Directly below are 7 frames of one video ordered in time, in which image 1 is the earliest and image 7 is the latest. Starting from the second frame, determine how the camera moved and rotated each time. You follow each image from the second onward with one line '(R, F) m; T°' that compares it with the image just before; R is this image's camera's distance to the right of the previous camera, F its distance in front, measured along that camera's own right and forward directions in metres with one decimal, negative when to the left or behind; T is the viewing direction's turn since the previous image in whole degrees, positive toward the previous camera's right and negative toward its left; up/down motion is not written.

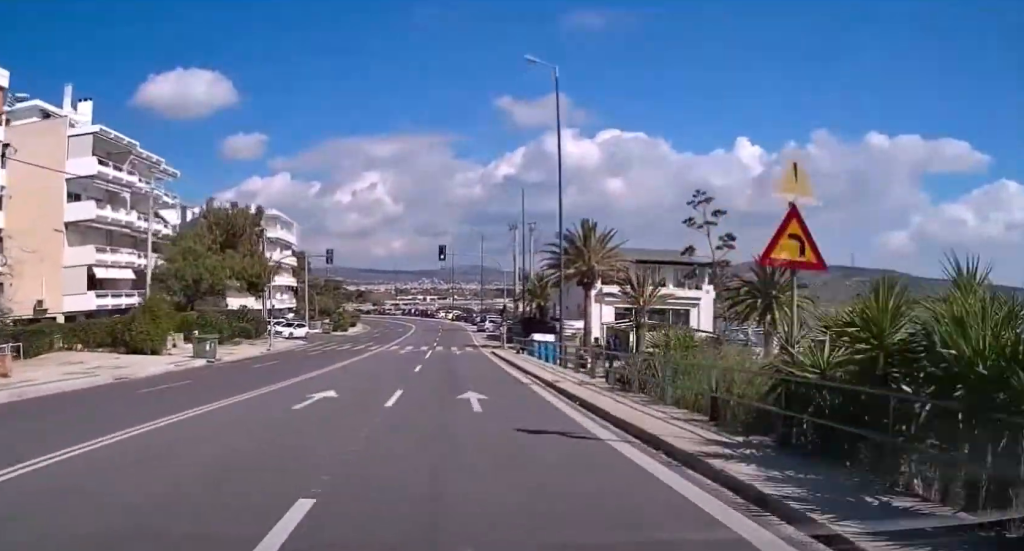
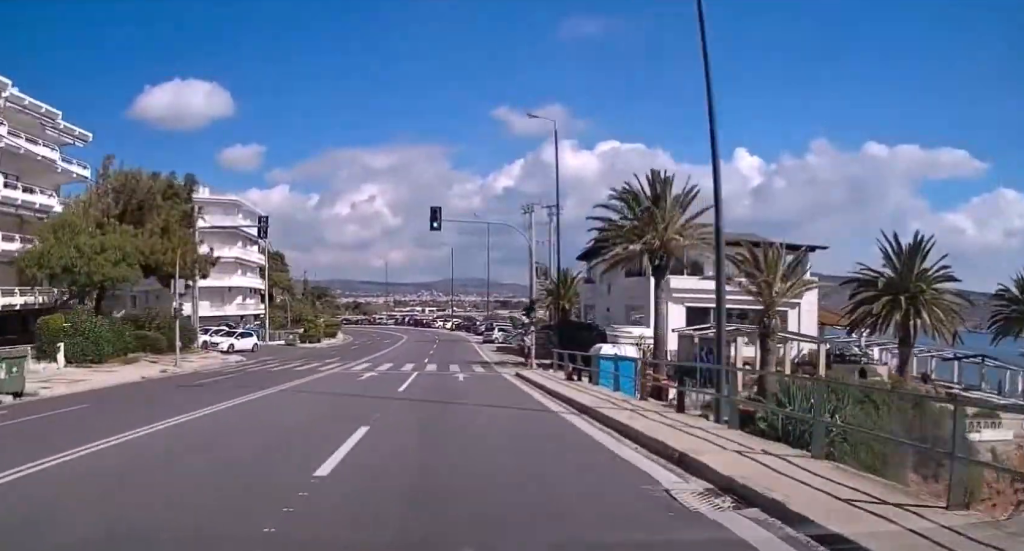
(0.0, +18.9) m; 0°
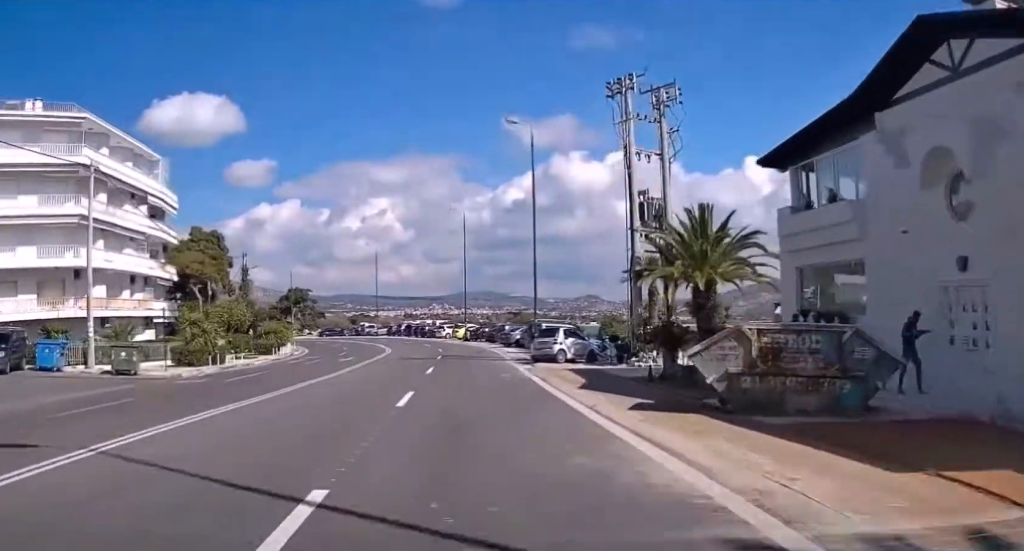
(+0.1, +36.5) m; 0°
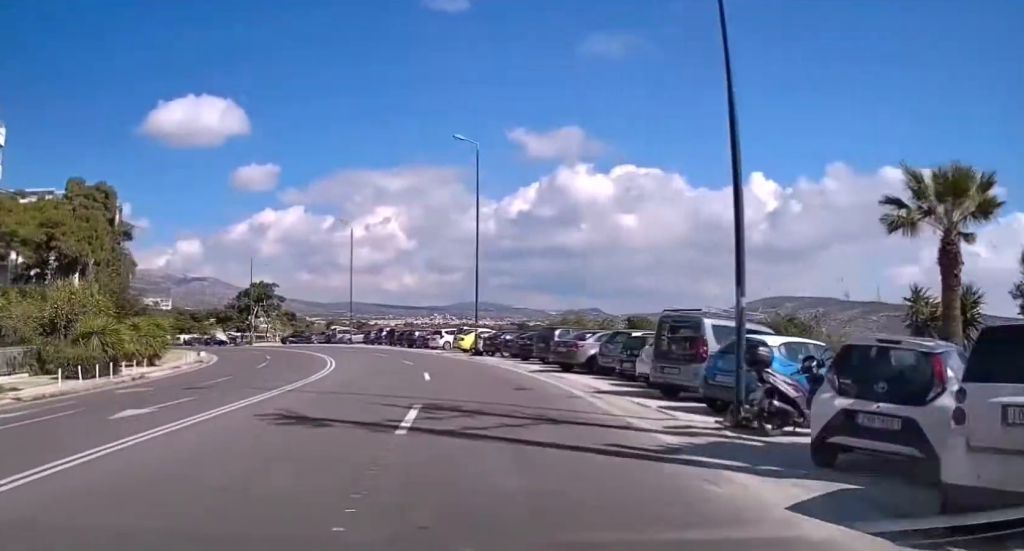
(-0.1, +28.3) m; -2°
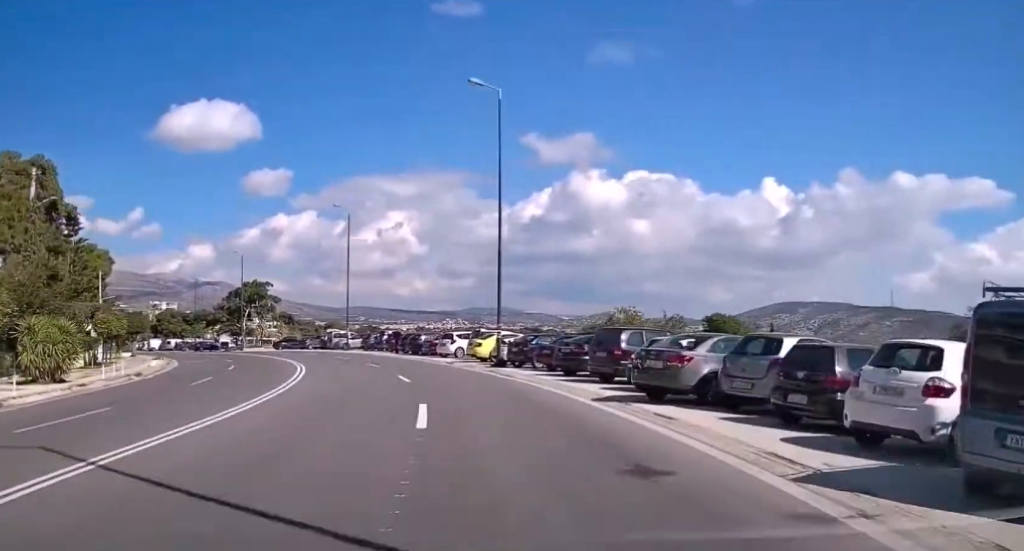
(-0.1, +10.4) m; -2°
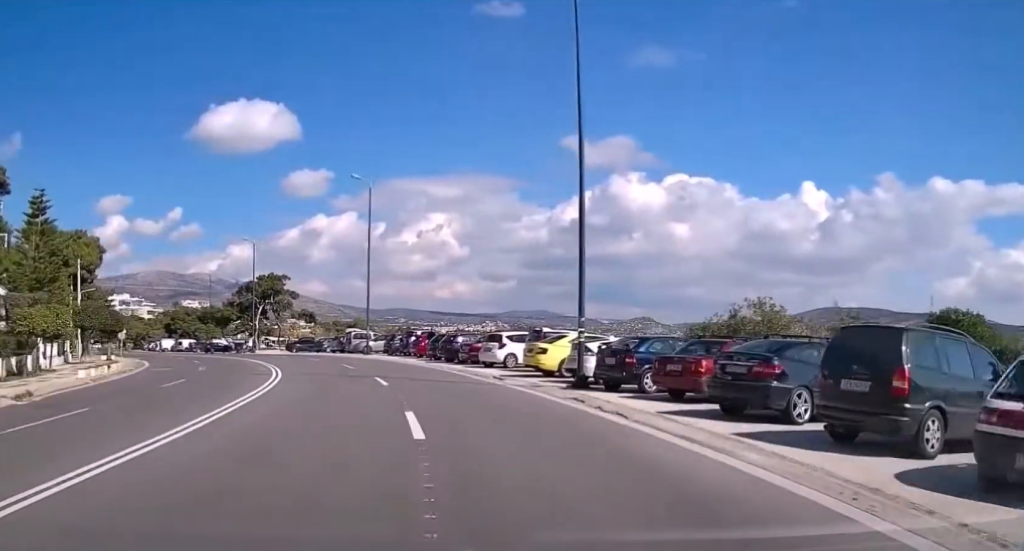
(-0.3, +12.4) m; -4°
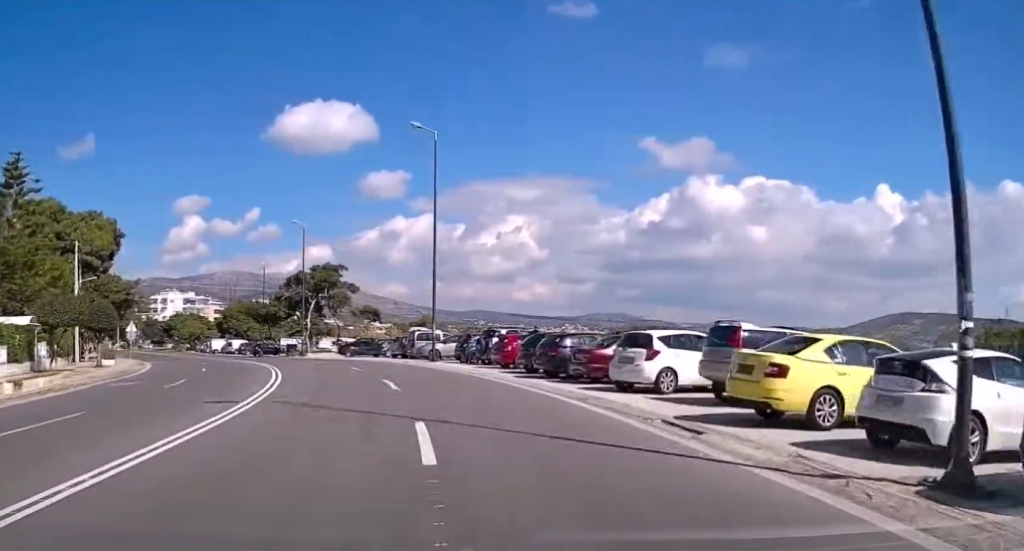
(-0.6, +13.8) m; -6°
